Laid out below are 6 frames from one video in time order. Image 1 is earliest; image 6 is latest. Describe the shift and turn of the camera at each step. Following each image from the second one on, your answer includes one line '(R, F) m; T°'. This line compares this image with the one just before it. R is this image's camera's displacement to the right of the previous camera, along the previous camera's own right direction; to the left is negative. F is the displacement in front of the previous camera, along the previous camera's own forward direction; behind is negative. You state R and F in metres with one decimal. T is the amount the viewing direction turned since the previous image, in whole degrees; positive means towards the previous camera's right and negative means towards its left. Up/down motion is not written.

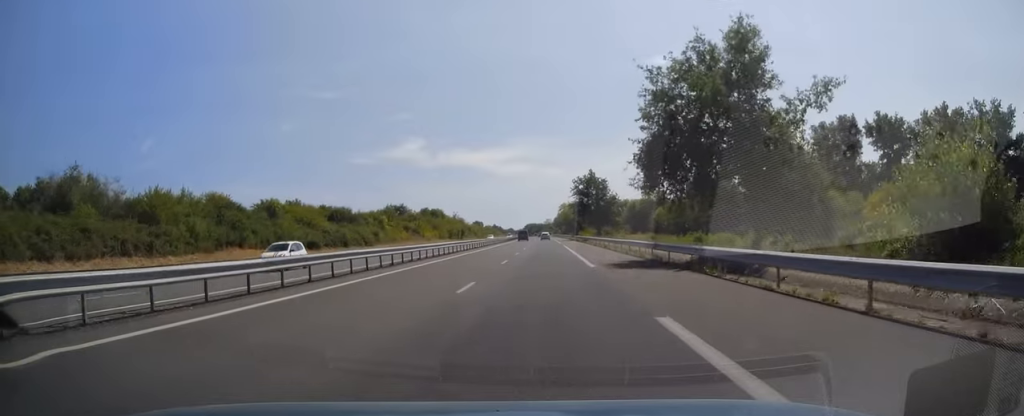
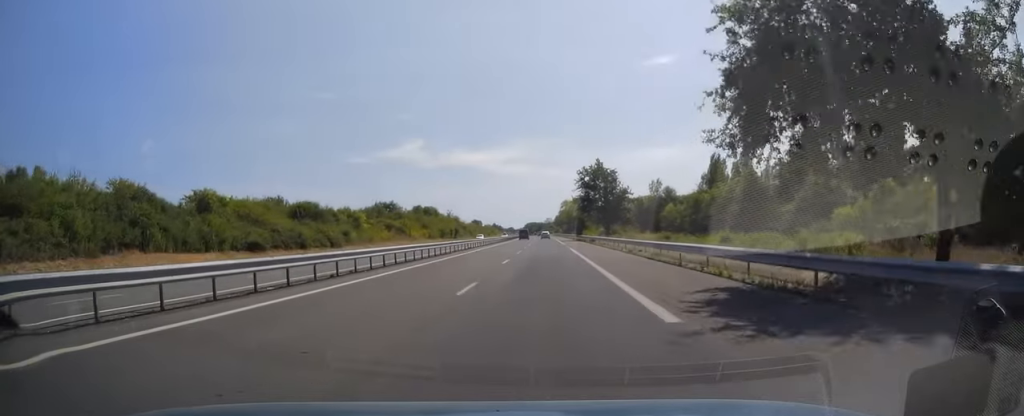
(0.0, +13.8) m; 0°
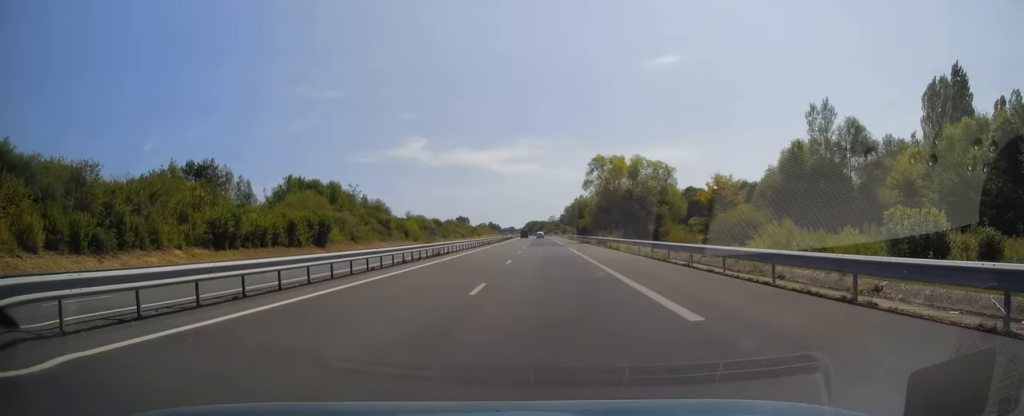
(-0.5, +104.0) m; -1°
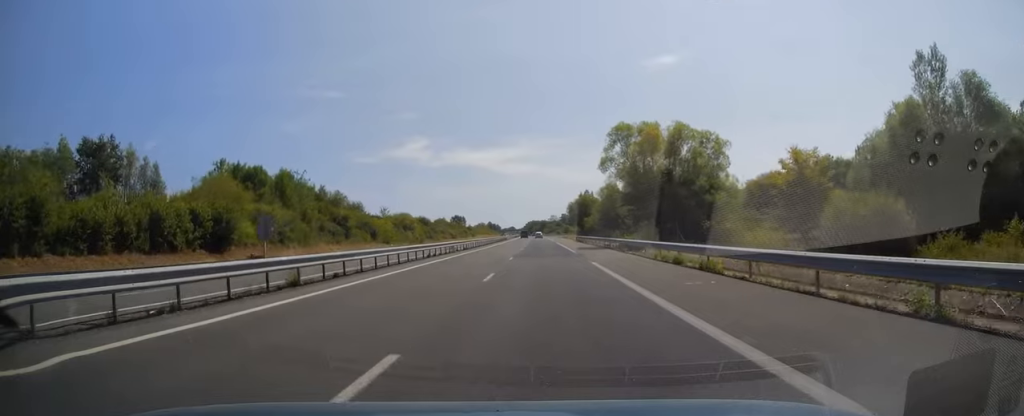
(0.0, +22.0) m; 0°
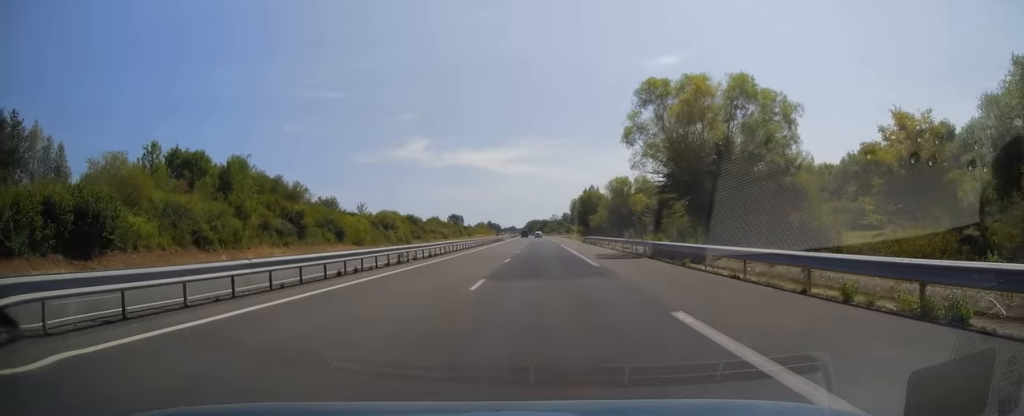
(+0.1, +15.1) m; 0°
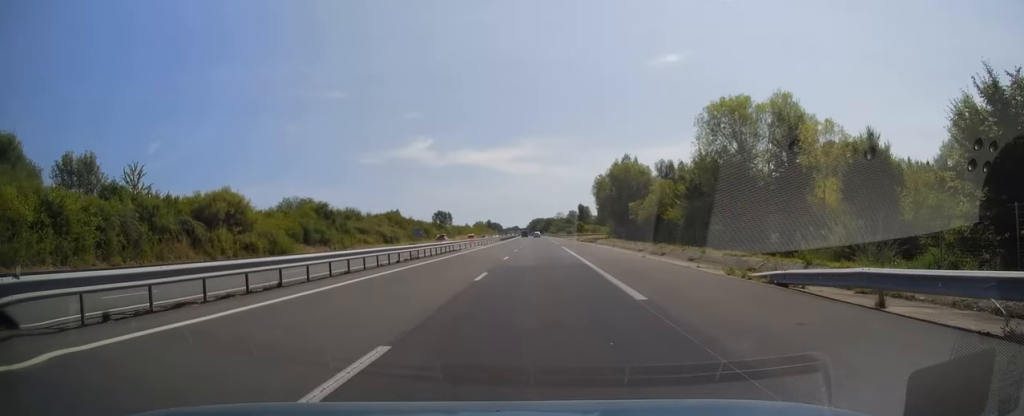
(-0.5, +59.8) m; -1°
